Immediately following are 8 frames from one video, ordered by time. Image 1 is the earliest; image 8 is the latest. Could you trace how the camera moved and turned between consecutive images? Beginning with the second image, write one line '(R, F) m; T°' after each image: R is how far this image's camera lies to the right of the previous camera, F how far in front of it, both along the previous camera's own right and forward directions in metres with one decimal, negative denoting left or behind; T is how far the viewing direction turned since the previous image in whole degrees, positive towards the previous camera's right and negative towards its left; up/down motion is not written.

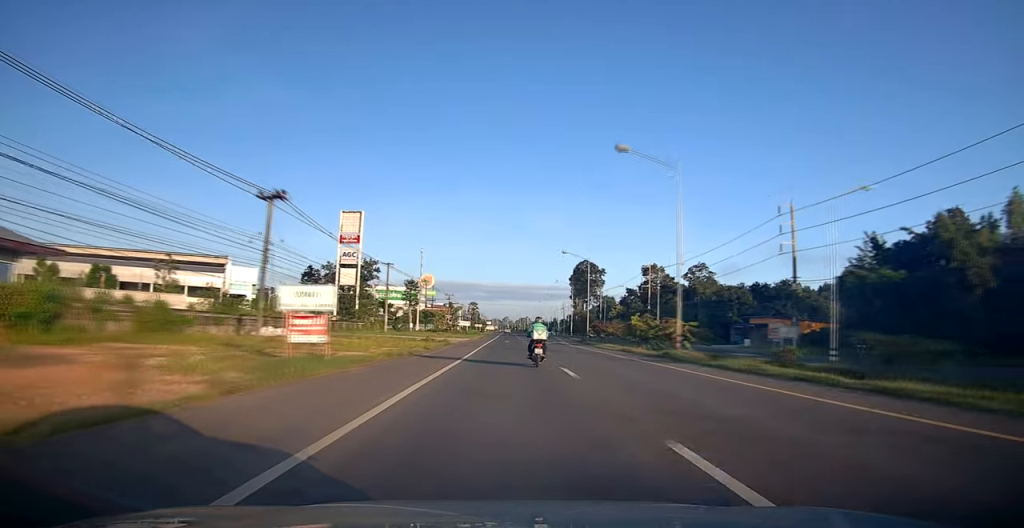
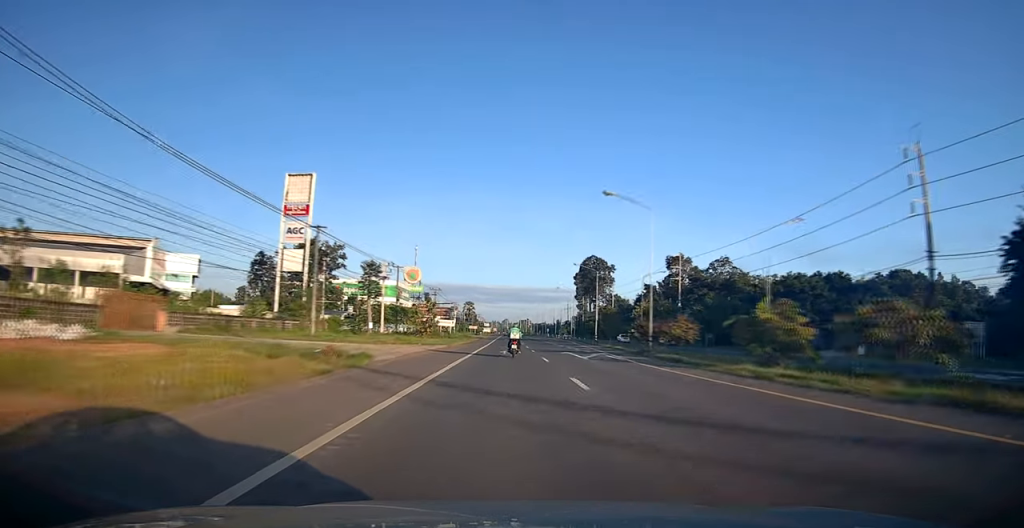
(0.0, +27.2) m; +2°
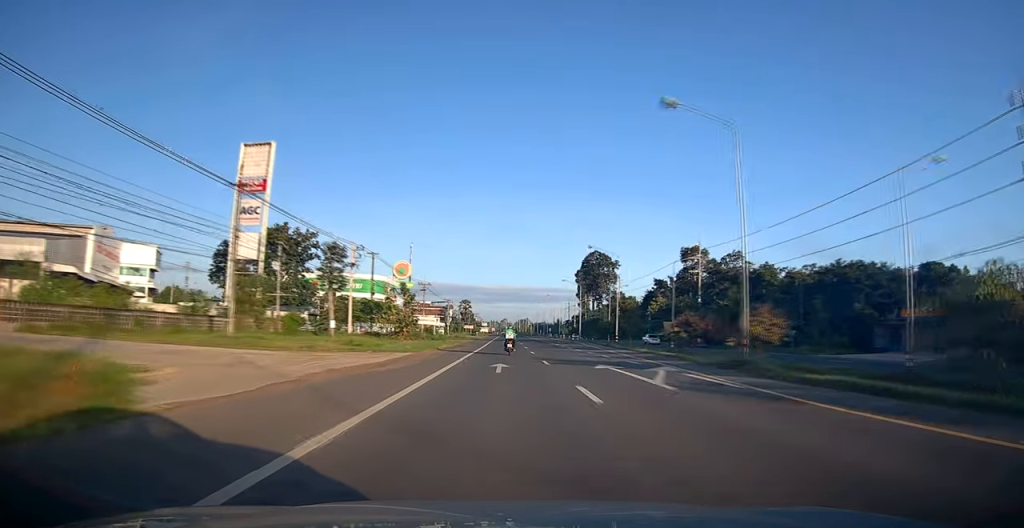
(+0.2, +13.9) m; +1°
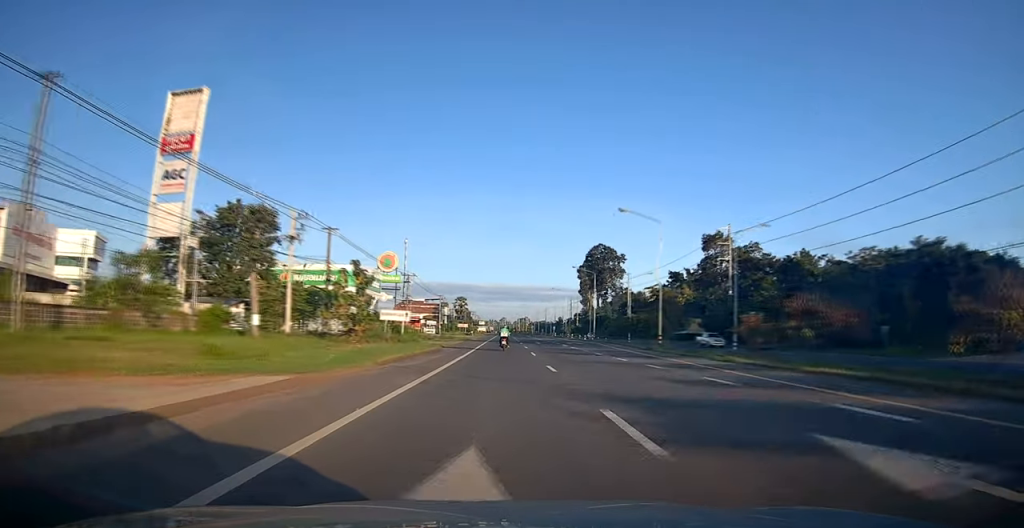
(+0.2, +16.0) m; -1°
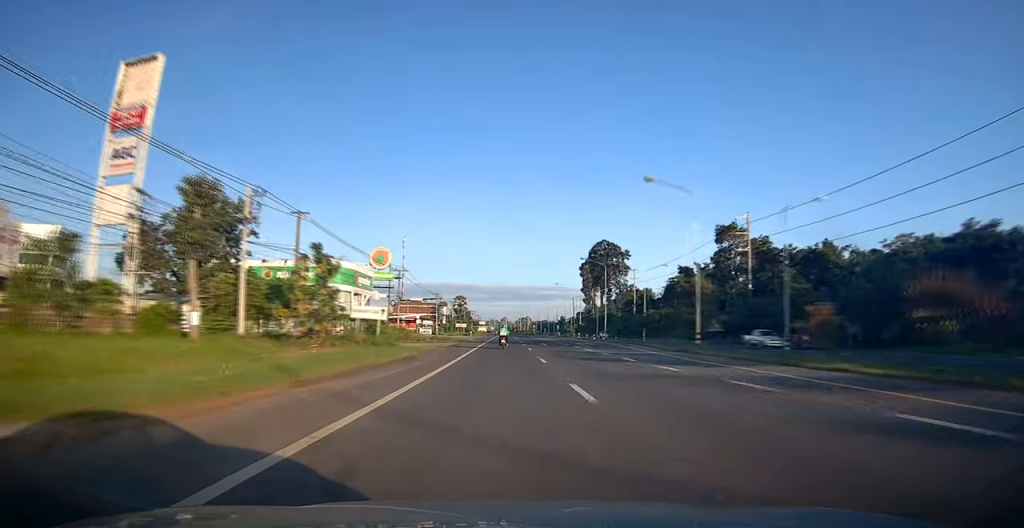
(-0.2, +7.7) m; -1°
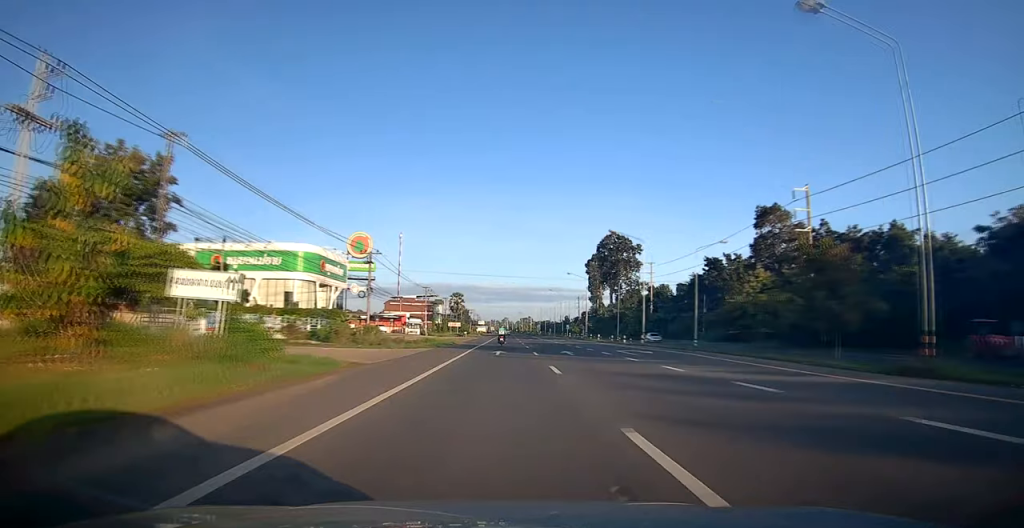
(-0.2, +18.3) m; -1°
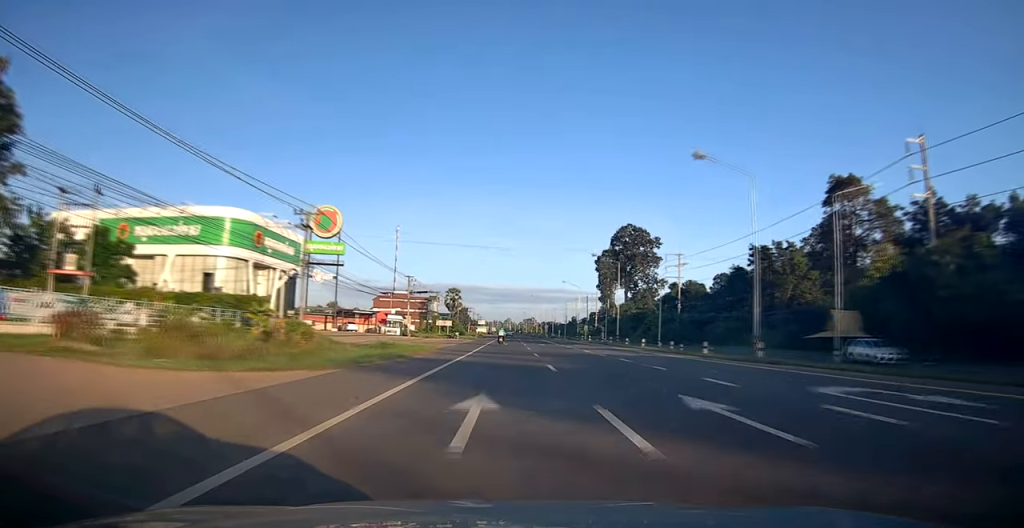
(0.0, +21.9) m; 0°
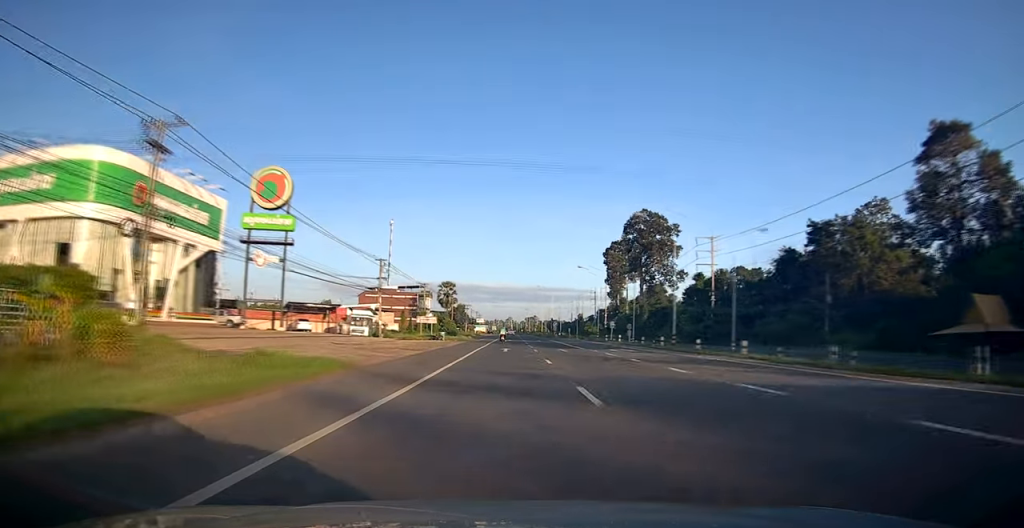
(-0.1, +20.4) m; 0°
